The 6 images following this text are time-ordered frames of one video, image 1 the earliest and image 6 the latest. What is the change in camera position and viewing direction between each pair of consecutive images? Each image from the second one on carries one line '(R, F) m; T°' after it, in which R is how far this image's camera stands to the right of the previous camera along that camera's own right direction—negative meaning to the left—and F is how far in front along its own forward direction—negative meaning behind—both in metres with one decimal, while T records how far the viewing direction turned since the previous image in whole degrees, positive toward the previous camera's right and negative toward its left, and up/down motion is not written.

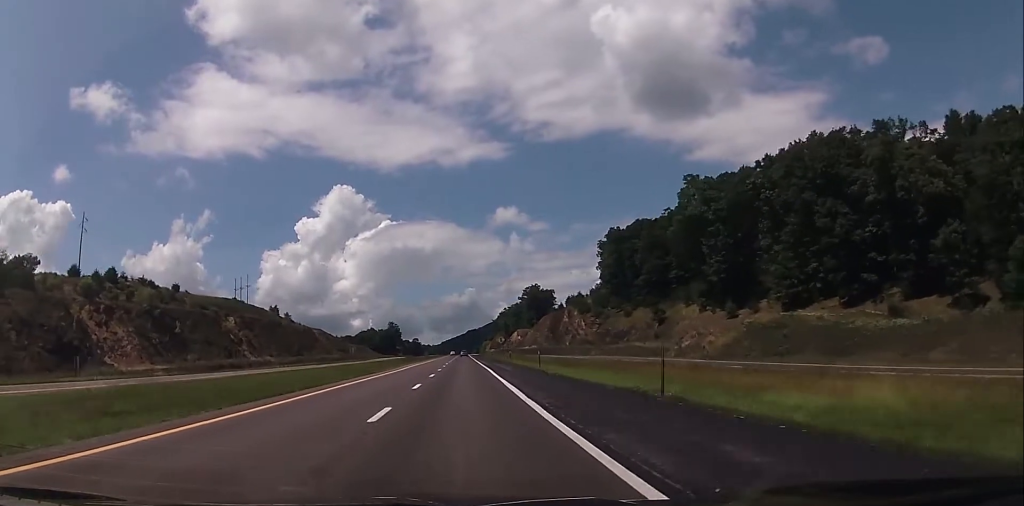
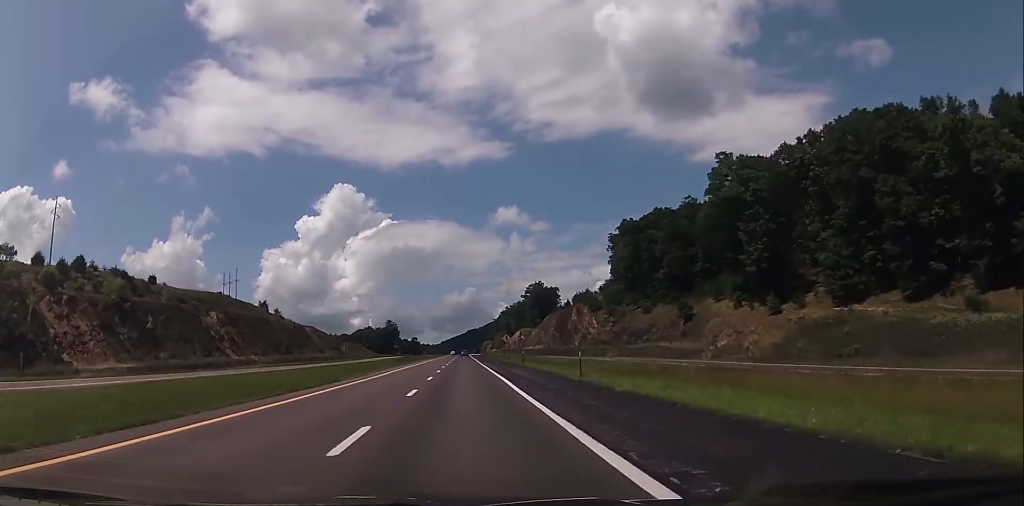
(0.0, +16.3) m; 0°
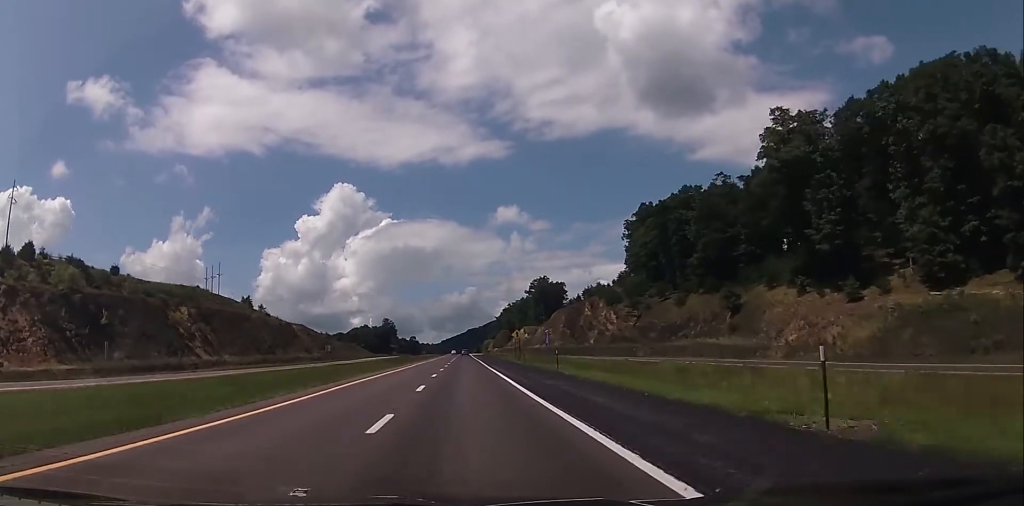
(+0.1, +21.7) m; 0°
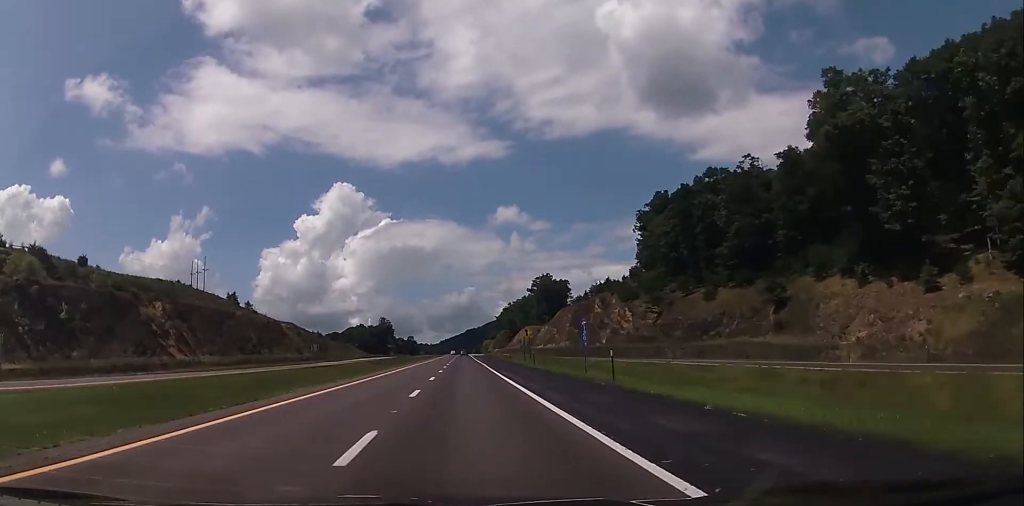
(+0.2, +15.2) m; 0°
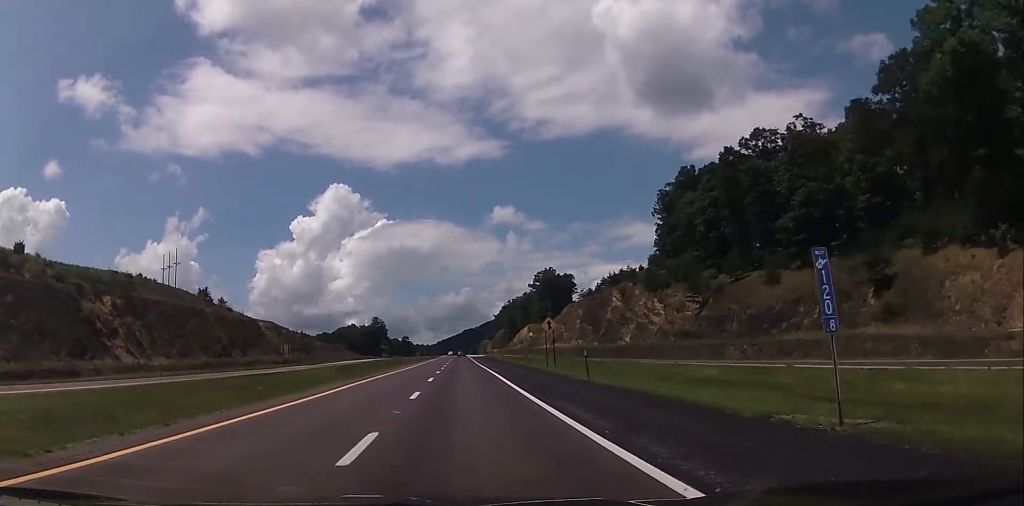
(-0.1, +23.8) m; 0°
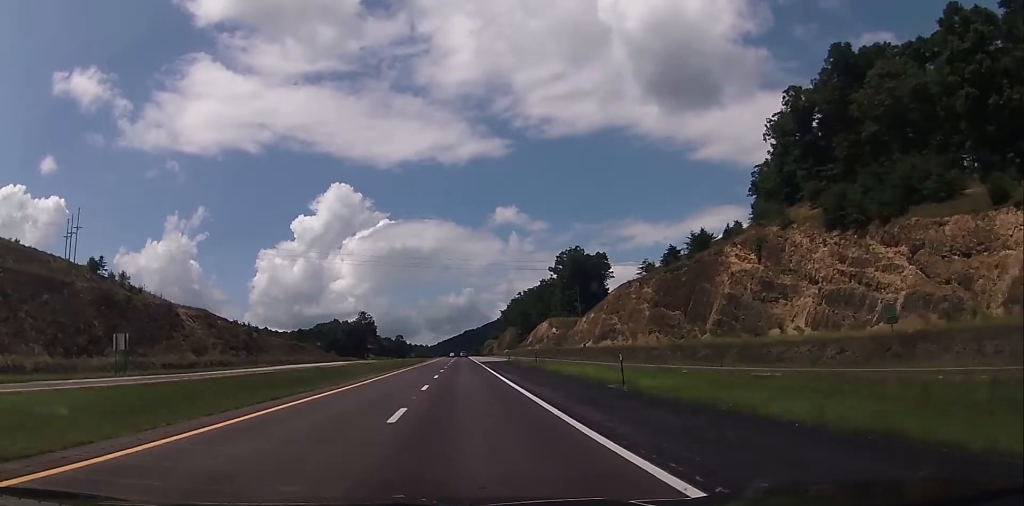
(-0.5, +65.9) m; 0°
